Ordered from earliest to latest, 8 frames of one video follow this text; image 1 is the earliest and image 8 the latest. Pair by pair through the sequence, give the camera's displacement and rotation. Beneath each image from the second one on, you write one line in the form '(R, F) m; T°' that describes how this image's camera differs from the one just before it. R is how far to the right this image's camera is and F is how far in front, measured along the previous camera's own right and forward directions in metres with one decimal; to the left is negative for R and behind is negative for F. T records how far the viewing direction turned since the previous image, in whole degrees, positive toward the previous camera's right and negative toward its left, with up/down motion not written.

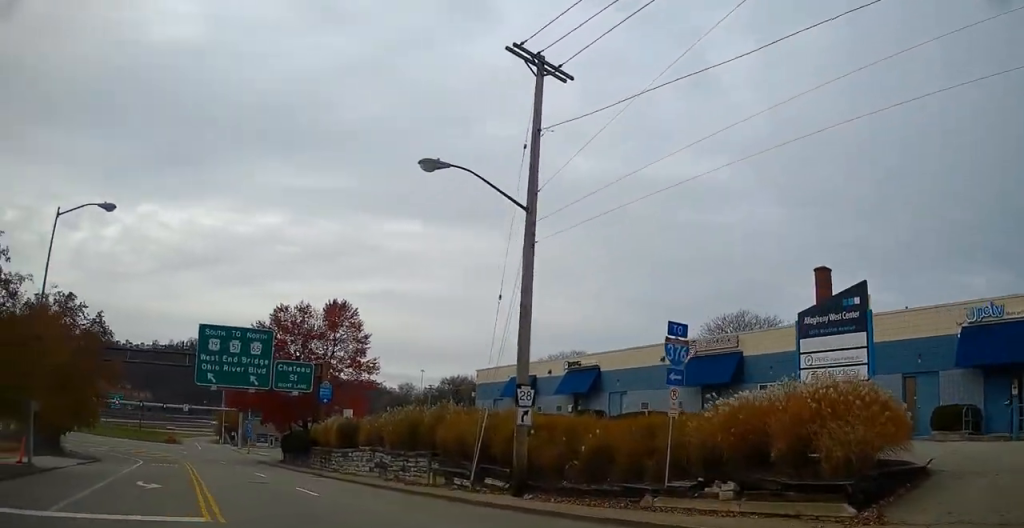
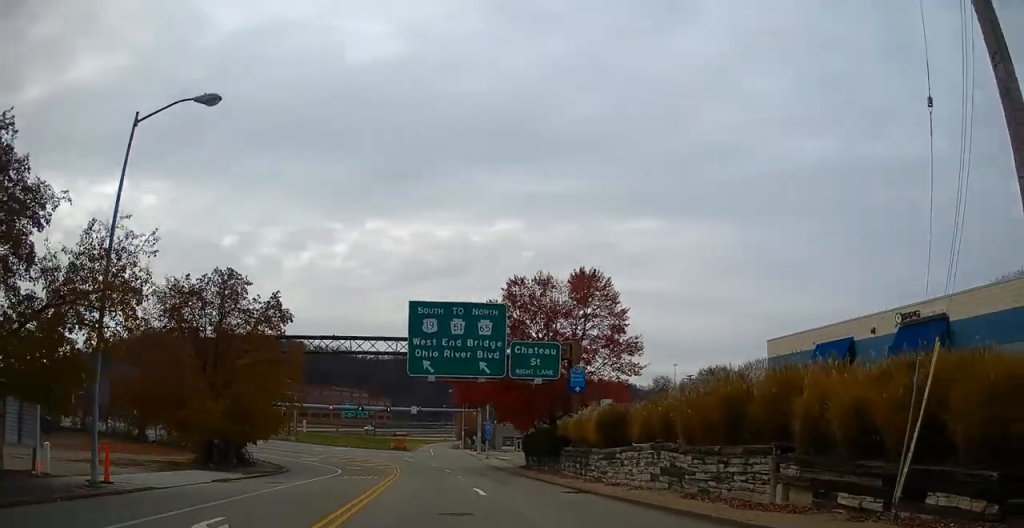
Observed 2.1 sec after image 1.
(-2.9, +10.4) m; -26°
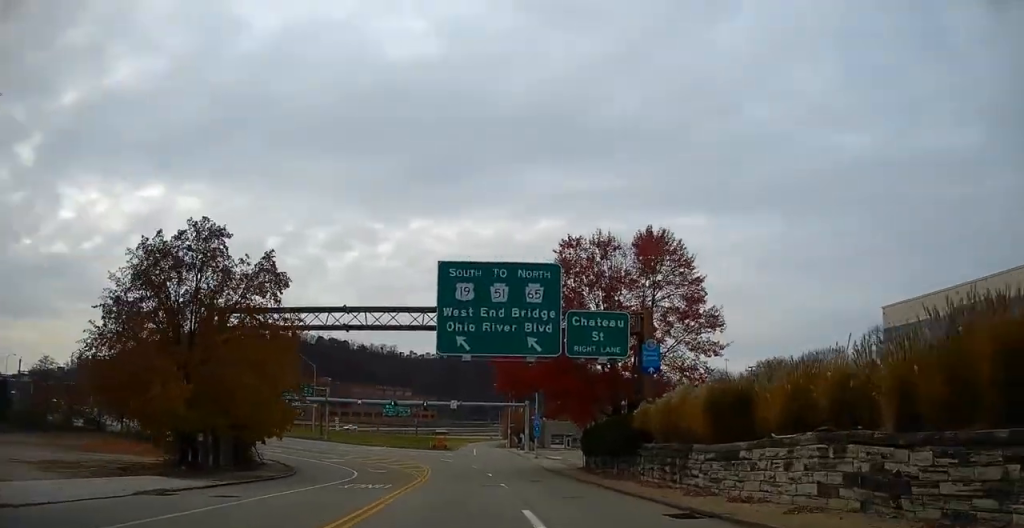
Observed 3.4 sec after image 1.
(-0.6, +8.4) m; -8°
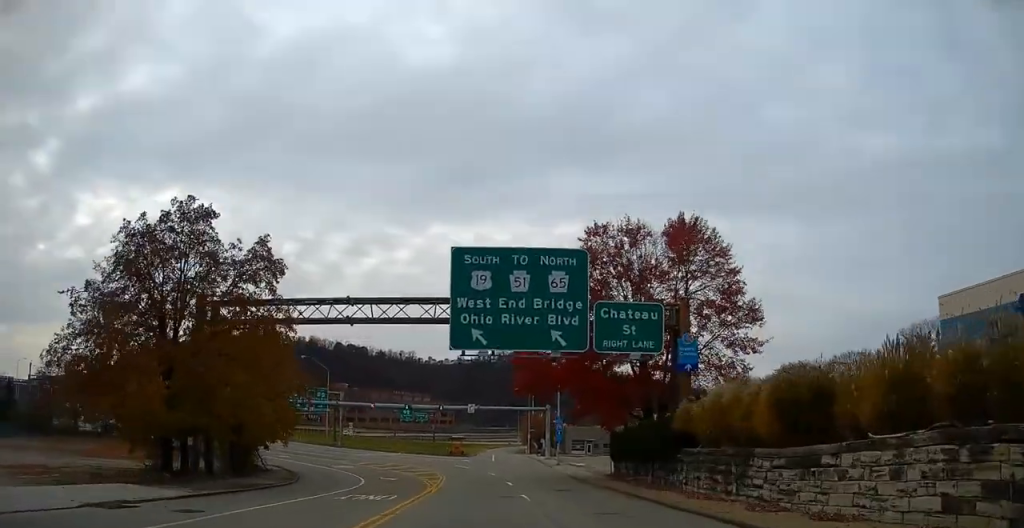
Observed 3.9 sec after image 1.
(-0.1, +3.2) m; -2°
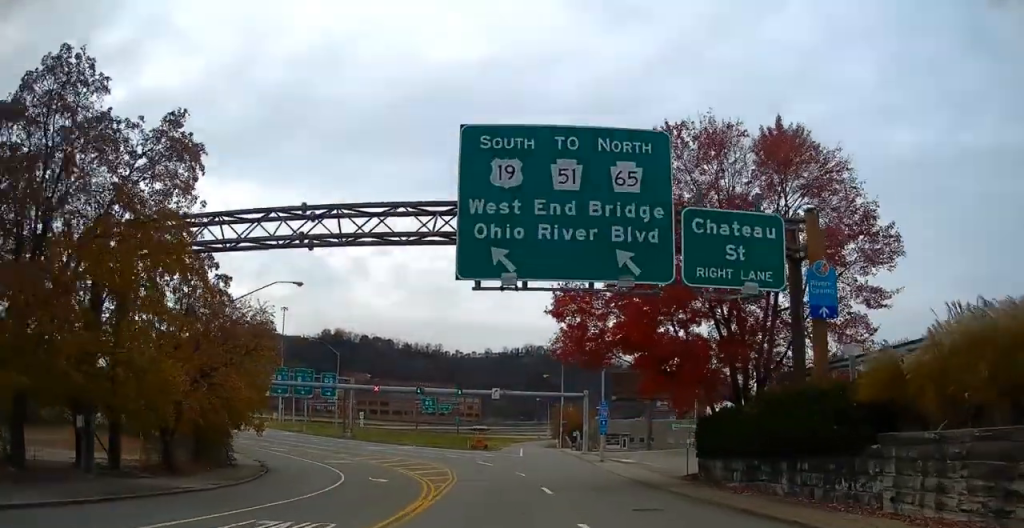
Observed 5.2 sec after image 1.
(-0.3, +10.0) m; -3°
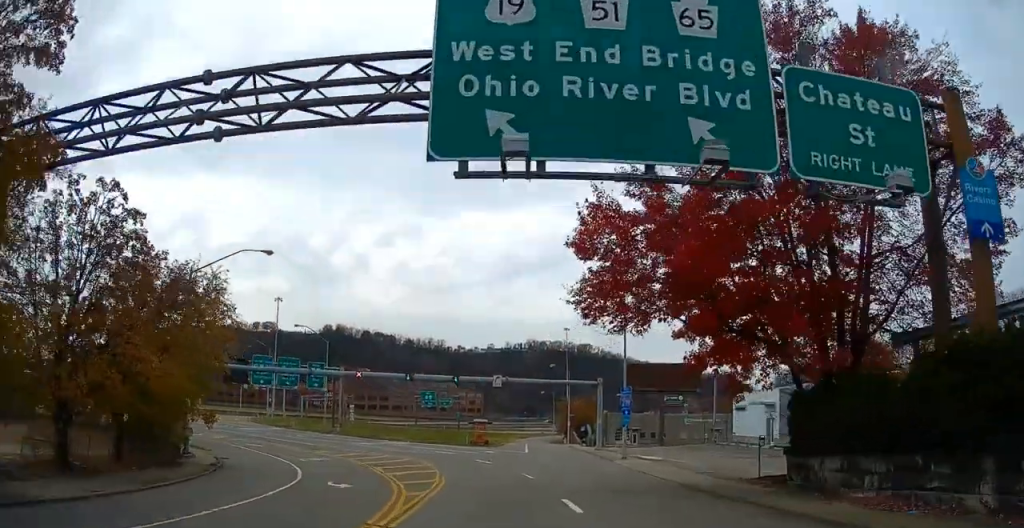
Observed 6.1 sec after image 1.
(-0.1, +7.1) m; -1°
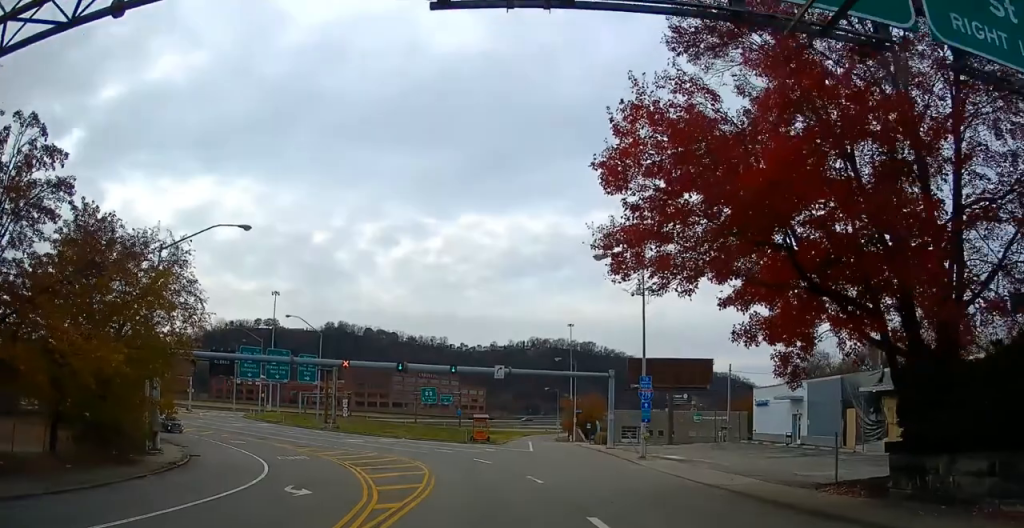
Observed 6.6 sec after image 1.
(-0.1, +4.5) m; -1°
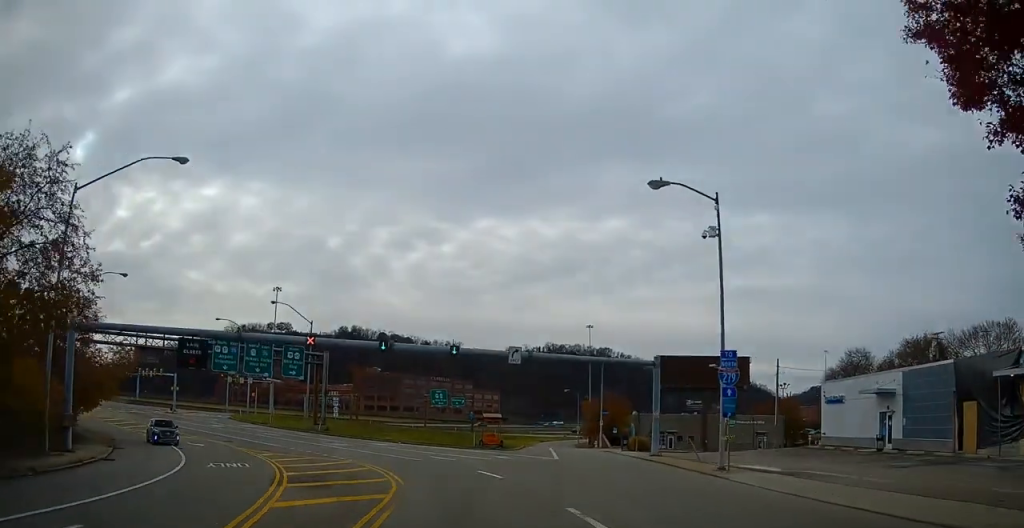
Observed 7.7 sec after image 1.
(+0.1, +10.7) m; -1°
